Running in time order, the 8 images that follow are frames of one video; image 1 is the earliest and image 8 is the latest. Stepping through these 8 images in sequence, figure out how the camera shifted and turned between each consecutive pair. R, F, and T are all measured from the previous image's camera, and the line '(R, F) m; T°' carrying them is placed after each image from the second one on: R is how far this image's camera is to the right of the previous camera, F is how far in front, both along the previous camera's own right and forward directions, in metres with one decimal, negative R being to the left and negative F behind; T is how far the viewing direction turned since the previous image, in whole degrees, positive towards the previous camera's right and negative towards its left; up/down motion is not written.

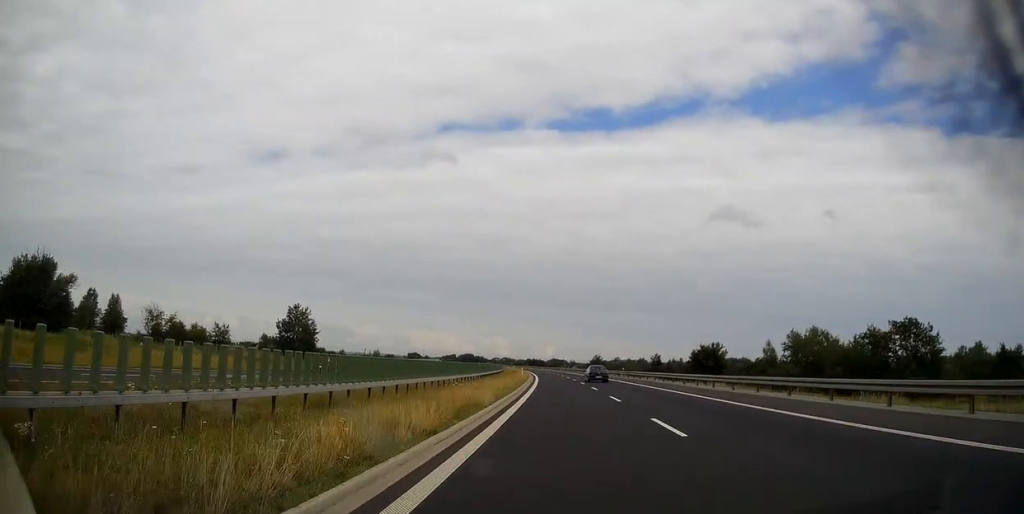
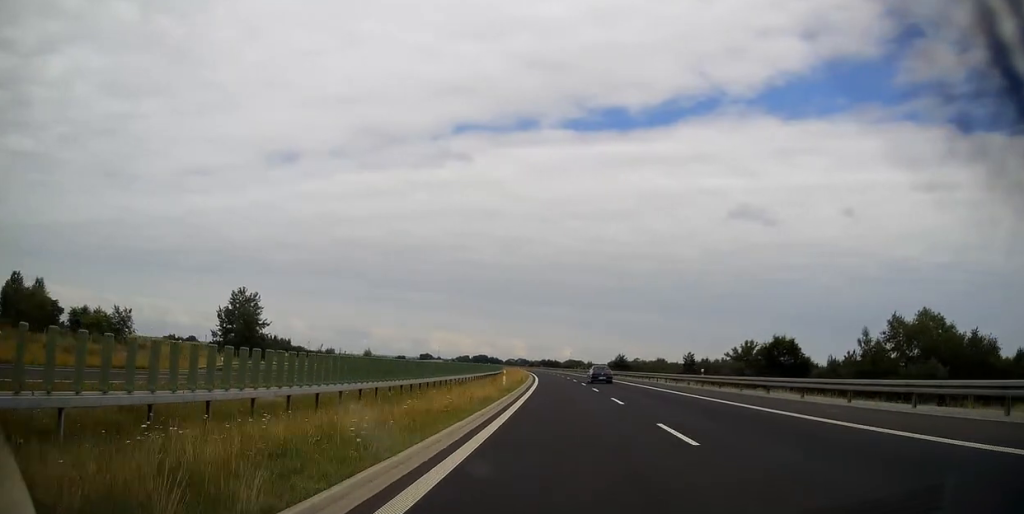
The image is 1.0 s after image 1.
(-0.5, +37.2) m; -1°
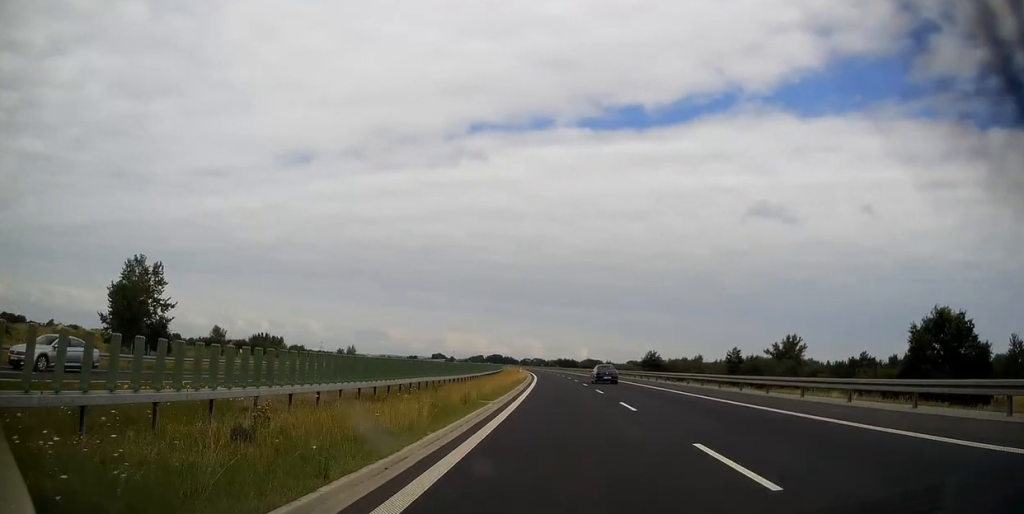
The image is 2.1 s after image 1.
(-0.6, +39.9) m; -2°
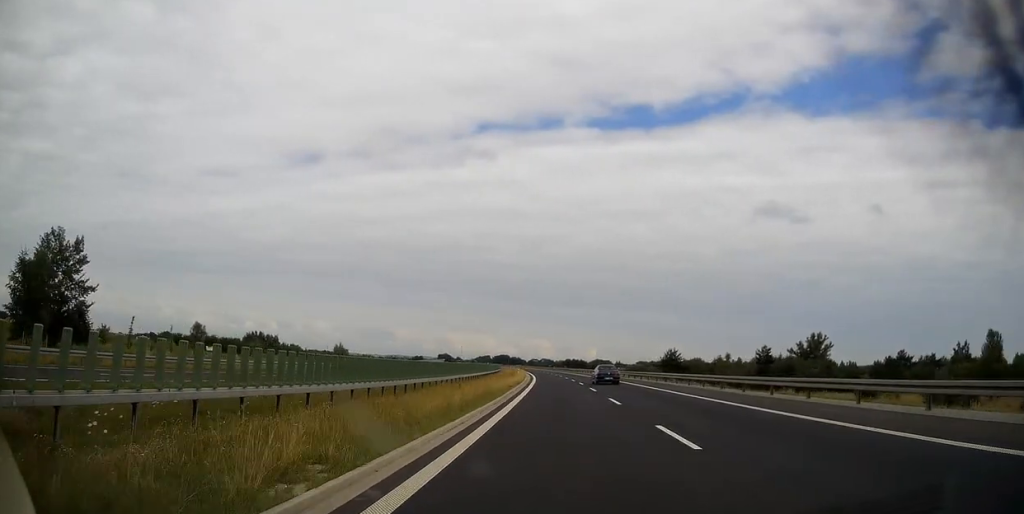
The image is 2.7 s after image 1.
(-0.2, +20.7) m; -1°
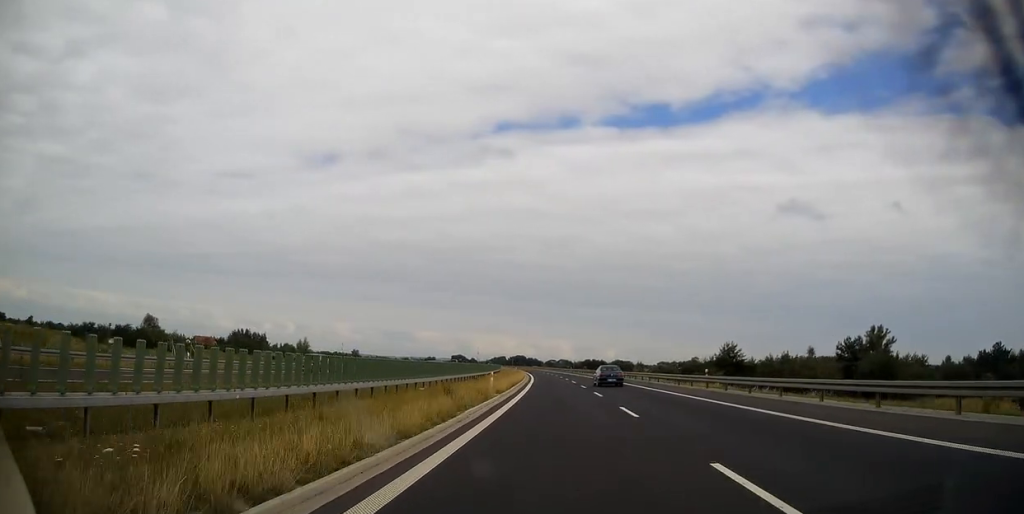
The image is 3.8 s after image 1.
(-0.5, +41.4) m; -2°
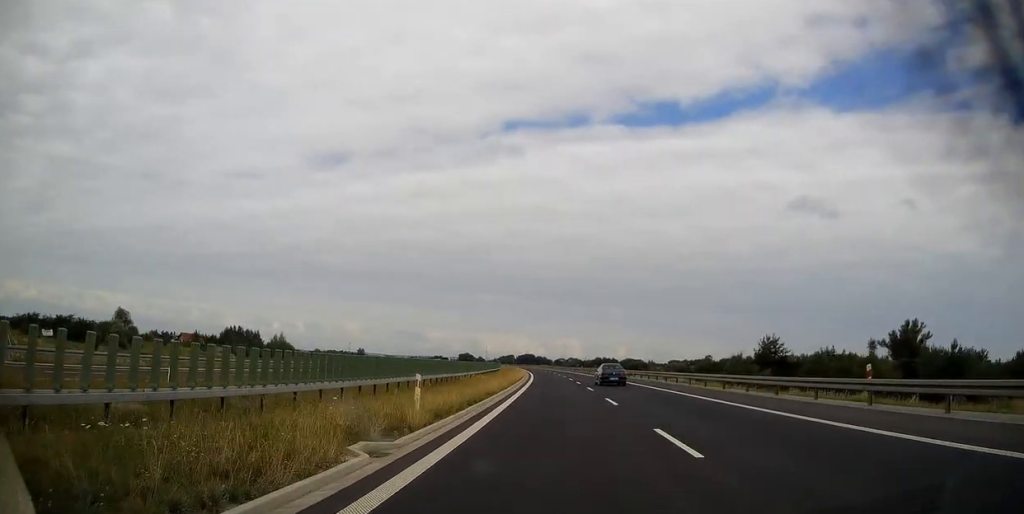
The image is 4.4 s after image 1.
(-0.3, +19.5) m; -1°
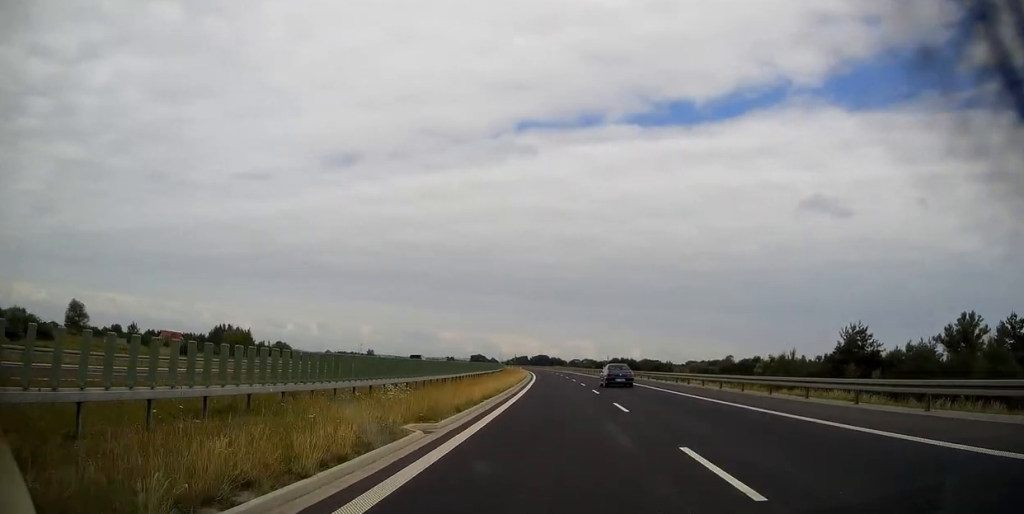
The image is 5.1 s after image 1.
(-0.2, +26.9) m; -1°
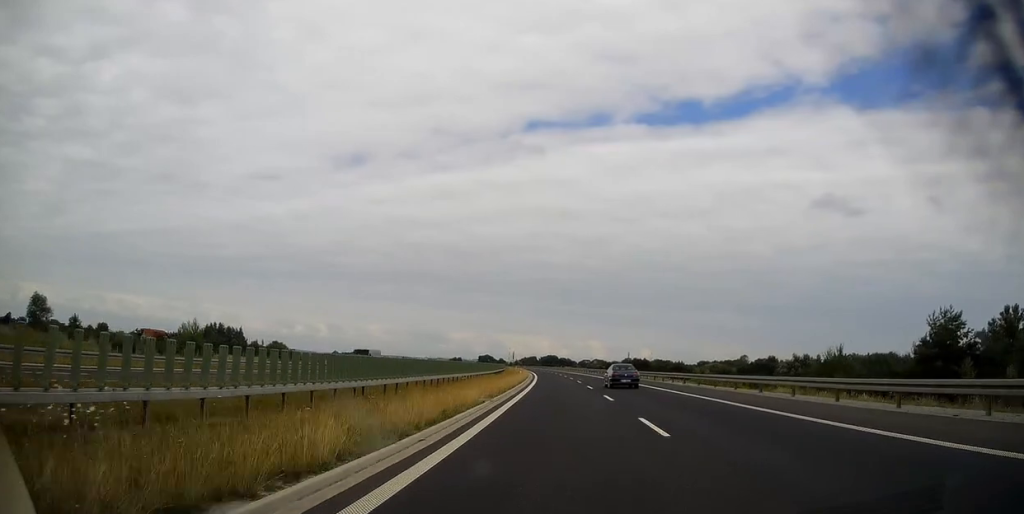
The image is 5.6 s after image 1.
(-0.1, +18.4) m; -1°
